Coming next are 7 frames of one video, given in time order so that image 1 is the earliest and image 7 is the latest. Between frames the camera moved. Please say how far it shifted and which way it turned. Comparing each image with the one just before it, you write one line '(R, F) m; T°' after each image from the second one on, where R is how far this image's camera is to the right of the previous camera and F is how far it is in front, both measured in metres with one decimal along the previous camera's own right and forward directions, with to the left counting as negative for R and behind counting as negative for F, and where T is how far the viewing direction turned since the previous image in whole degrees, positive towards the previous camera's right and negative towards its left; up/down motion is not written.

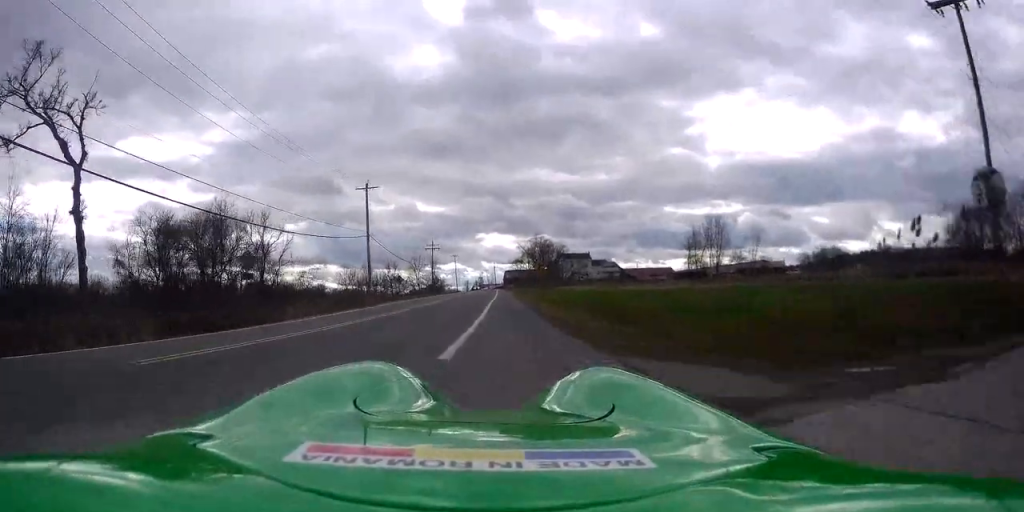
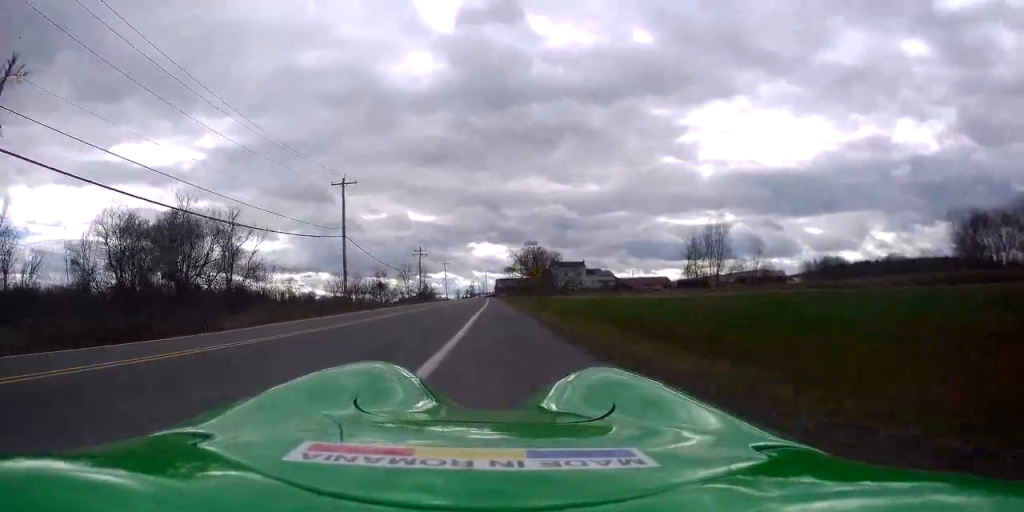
(-0.3, +6.1) m; 0°
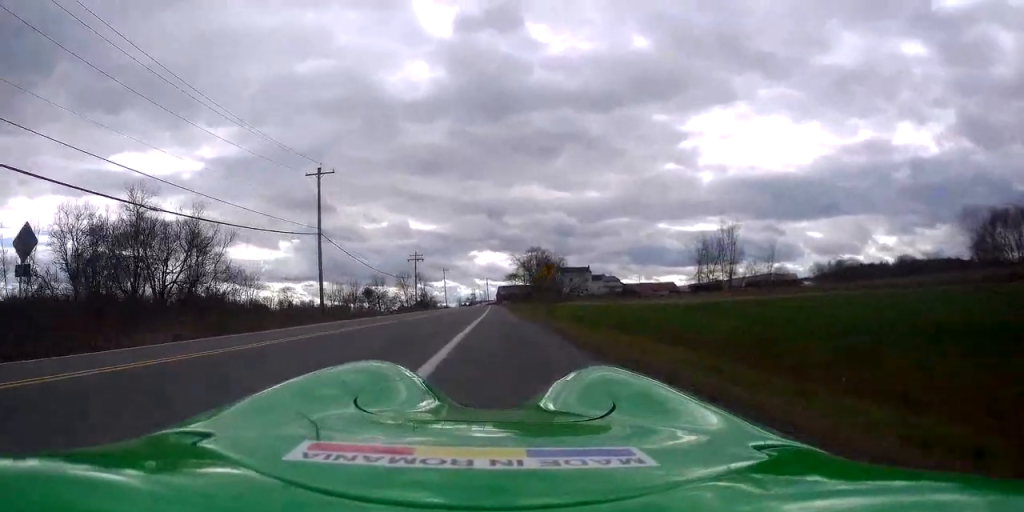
(-0.4, +8.0) m; 0°
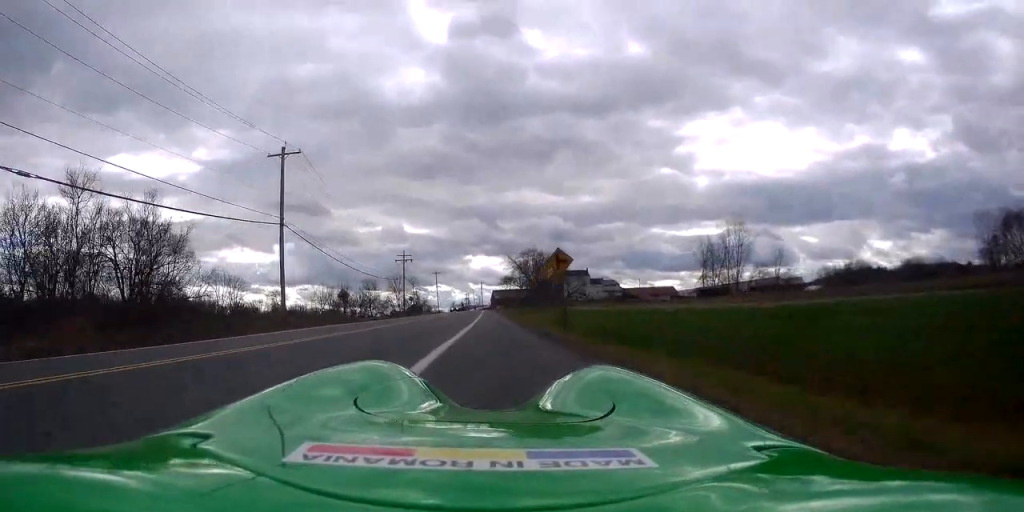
(+0.2, +7.3) m; +1°
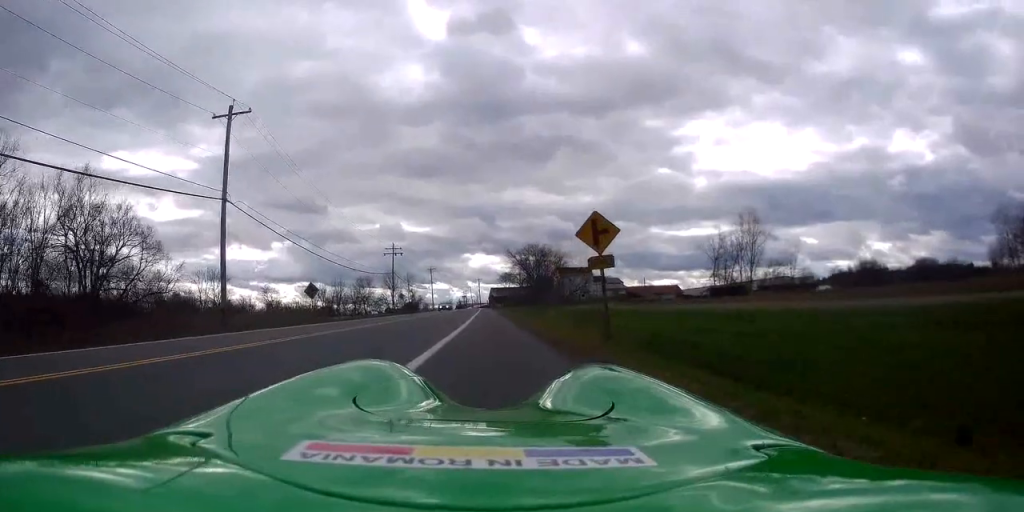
(+0.2, +8.5) m; +1°
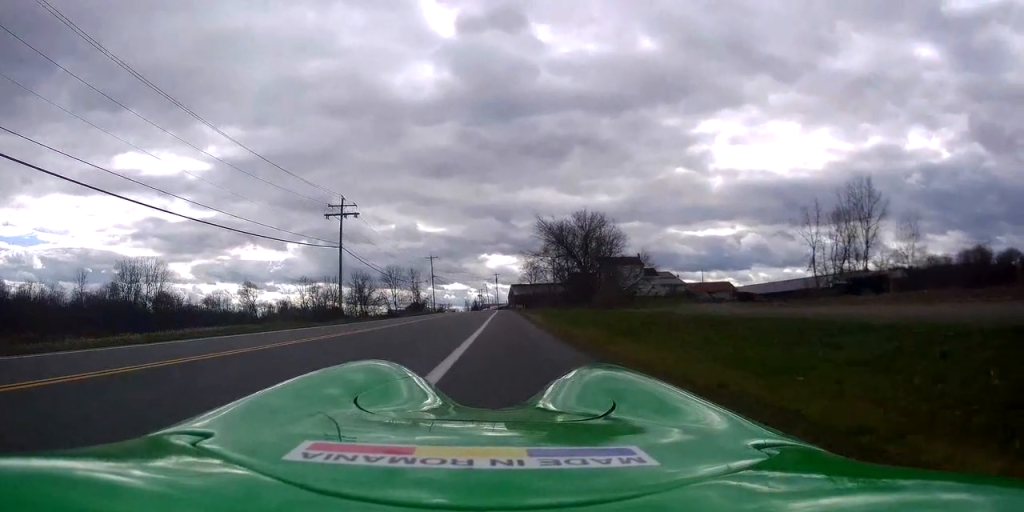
(-0.5, +39.1) m; -2°
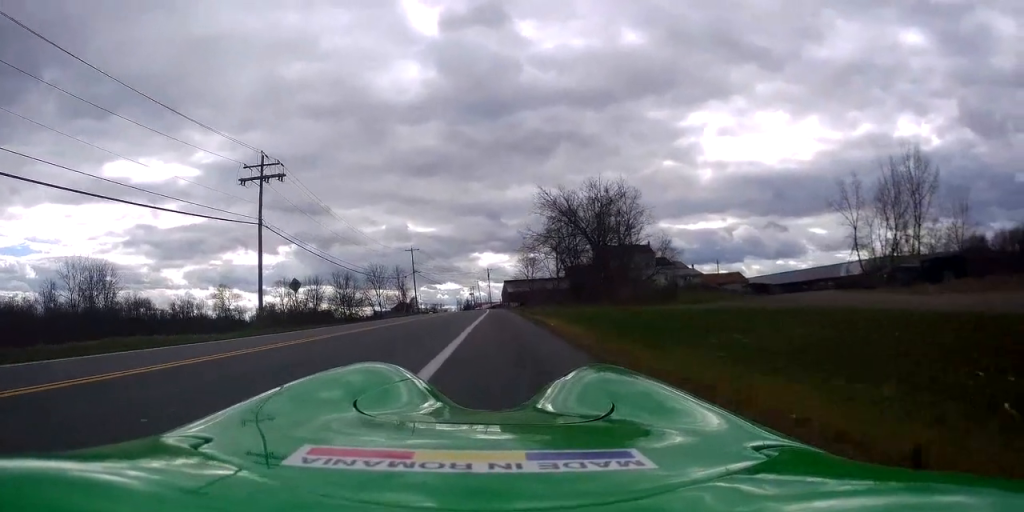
(-0.4, +16.0) m; 0°
